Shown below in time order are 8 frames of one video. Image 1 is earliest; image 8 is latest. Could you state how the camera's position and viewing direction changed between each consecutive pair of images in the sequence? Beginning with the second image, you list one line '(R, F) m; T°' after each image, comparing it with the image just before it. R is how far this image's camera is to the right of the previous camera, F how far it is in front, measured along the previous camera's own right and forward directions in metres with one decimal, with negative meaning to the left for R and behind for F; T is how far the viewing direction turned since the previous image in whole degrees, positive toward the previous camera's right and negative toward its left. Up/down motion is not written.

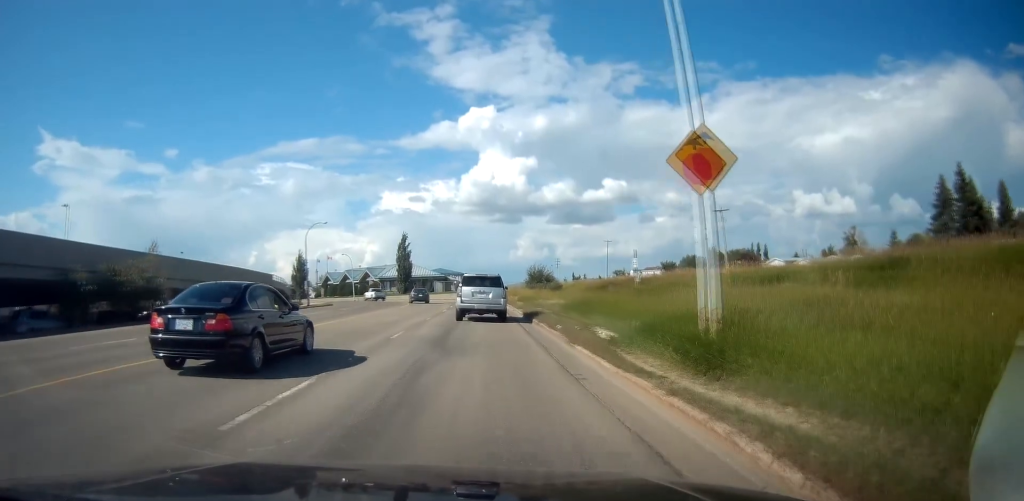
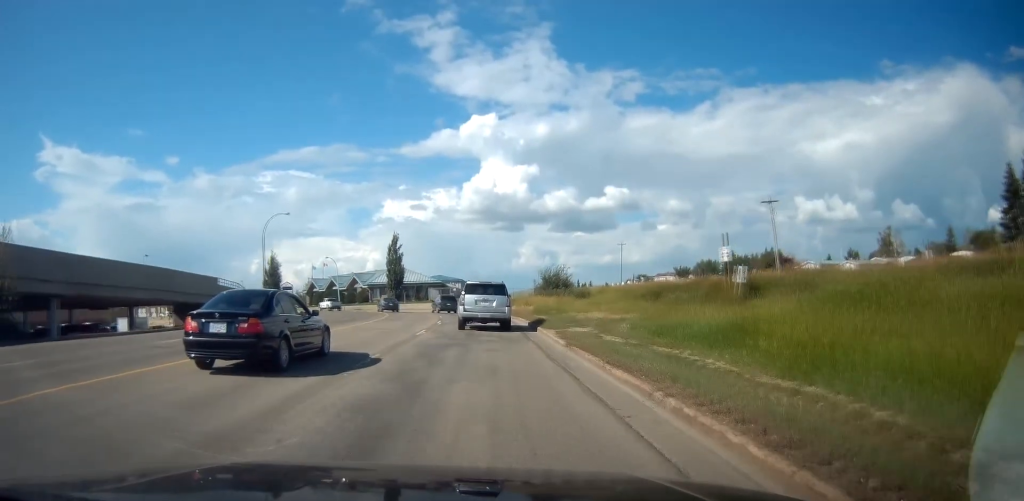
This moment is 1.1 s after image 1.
(+0.2, +13.5) m; -1°
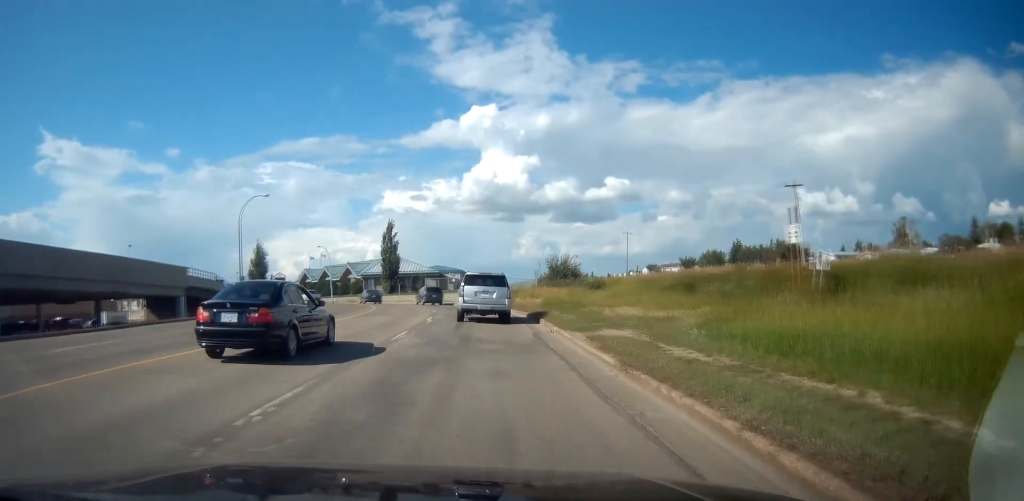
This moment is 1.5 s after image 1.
(-0.2, +5.4) m; -1°
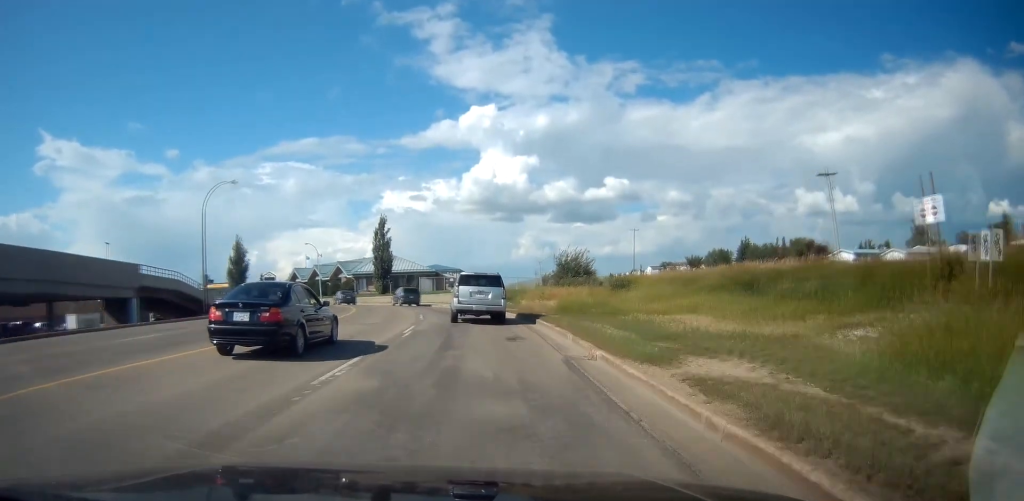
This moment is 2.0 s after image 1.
(-0.1, +6.6) m; -1°
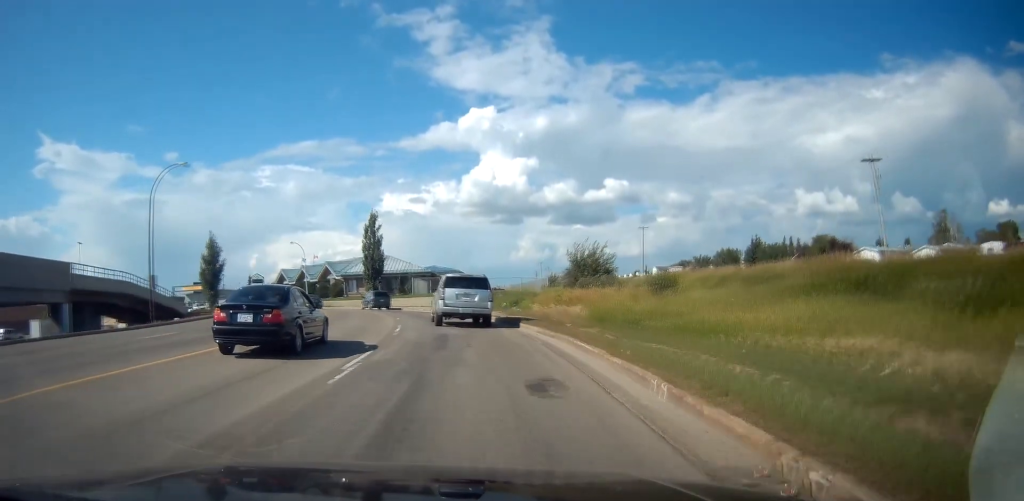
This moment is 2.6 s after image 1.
(0.0, +7.3) m; 0°
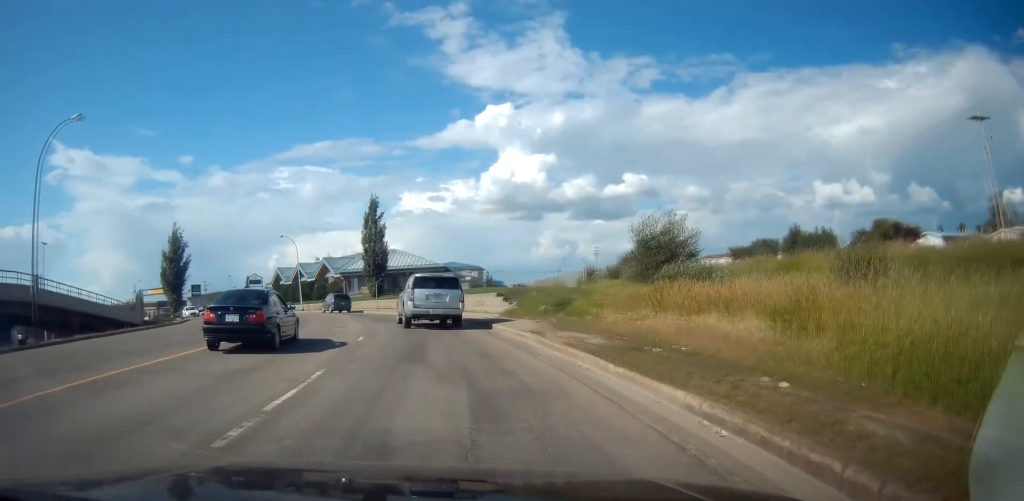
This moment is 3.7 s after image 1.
(-0.1, +12.2) m; -2°
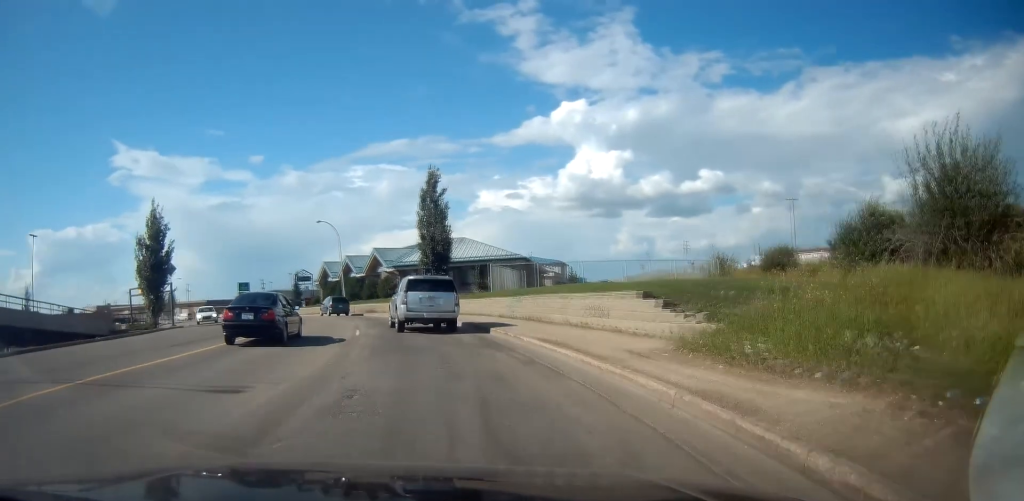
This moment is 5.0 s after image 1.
(-0.8, +14.7) m; -8°
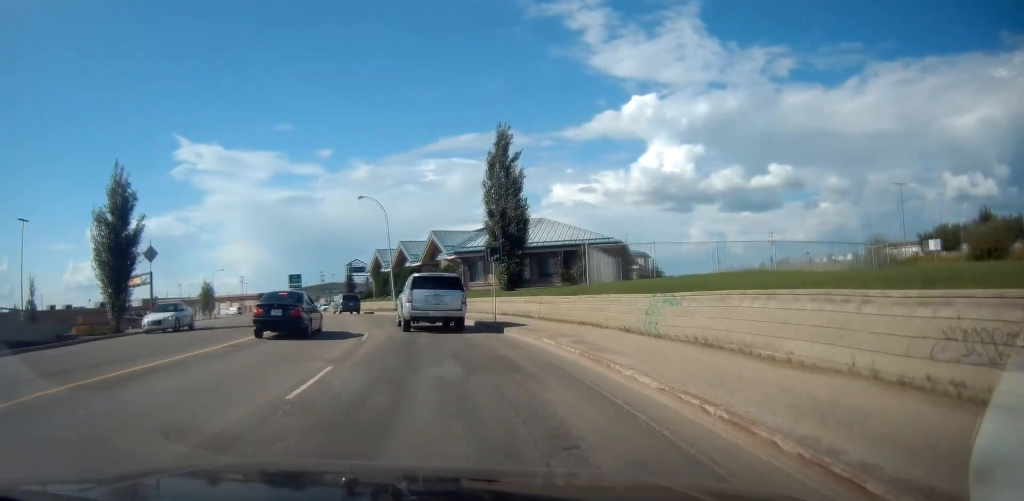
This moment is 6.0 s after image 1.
(-0.9, +11.6) m; -8°
